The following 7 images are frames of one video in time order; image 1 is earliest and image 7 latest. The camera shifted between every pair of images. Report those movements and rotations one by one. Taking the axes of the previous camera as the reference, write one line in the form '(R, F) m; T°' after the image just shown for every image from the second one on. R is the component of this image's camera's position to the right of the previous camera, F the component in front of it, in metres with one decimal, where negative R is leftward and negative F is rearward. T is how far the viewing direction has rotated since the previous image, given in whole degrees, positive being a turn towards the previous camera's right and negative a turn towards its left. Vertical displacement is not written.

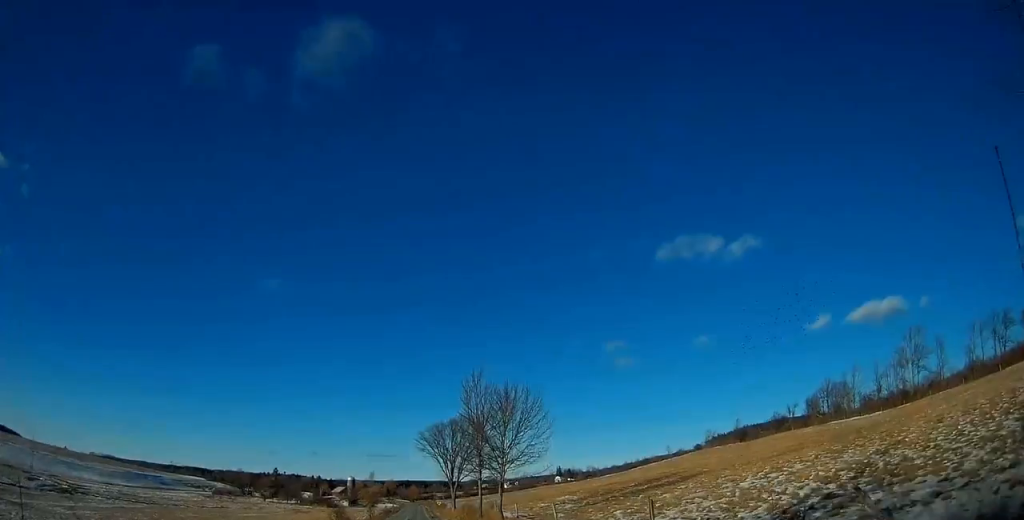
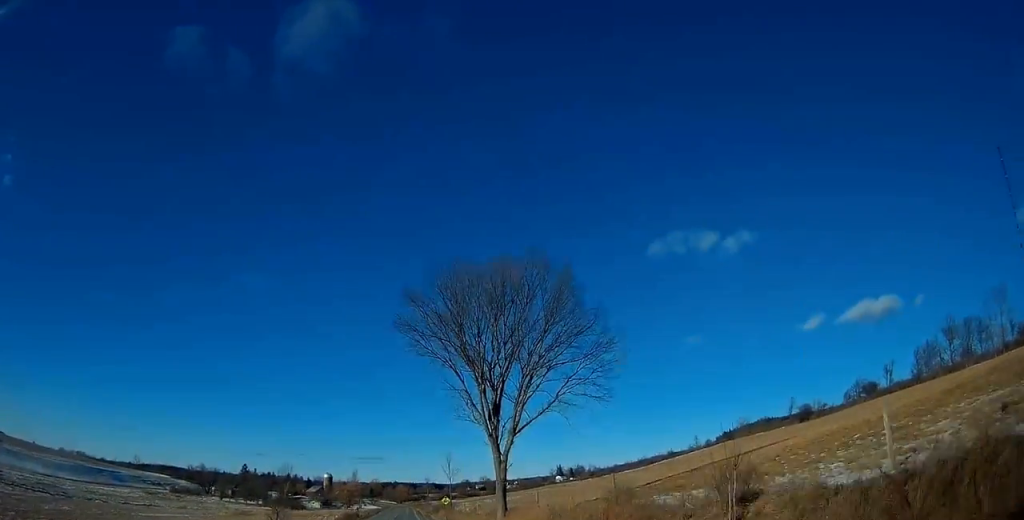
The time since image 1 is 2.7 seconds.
(+0.5, +65.3) m; +1°
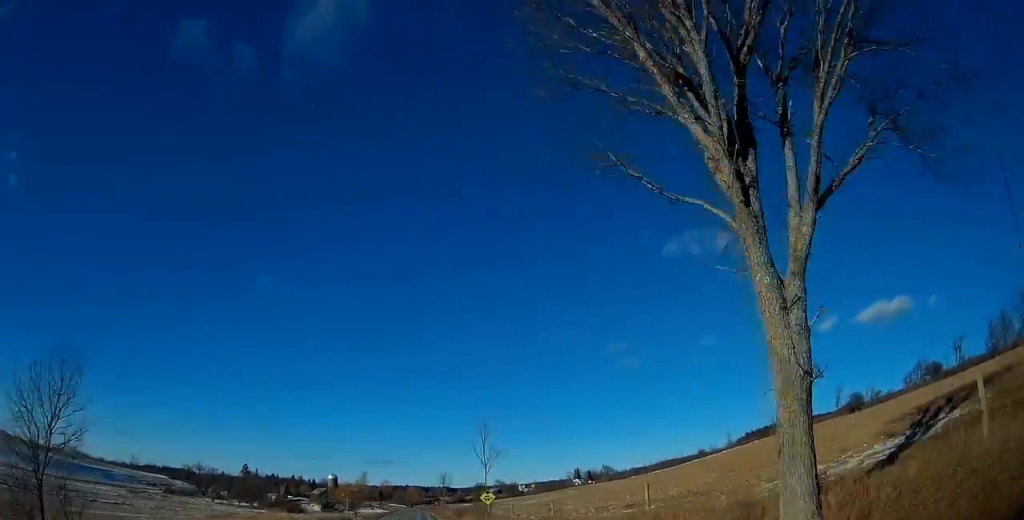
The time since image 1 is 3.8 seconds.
(-0.2, +28.4) m; -1°
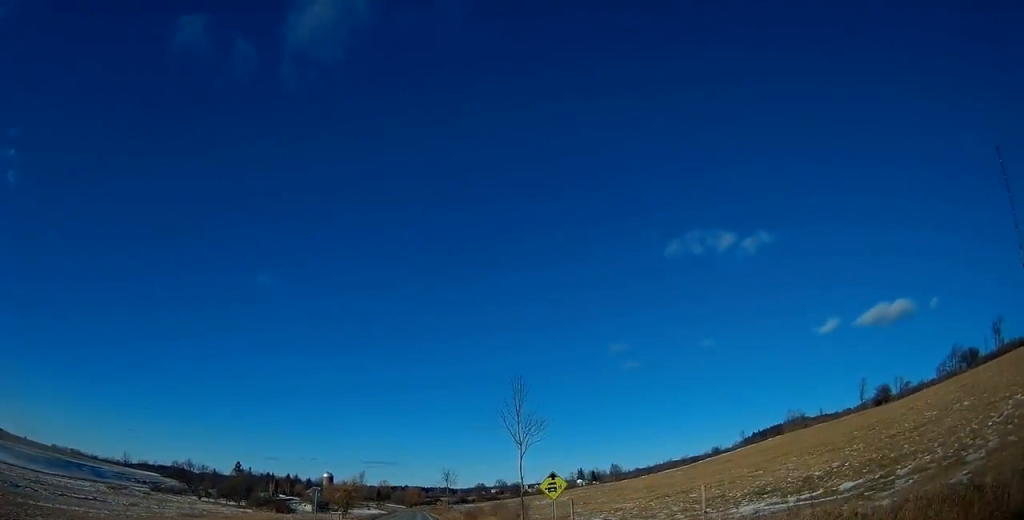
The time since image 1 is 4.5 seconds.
(-0.1, +17.7) m; 0°
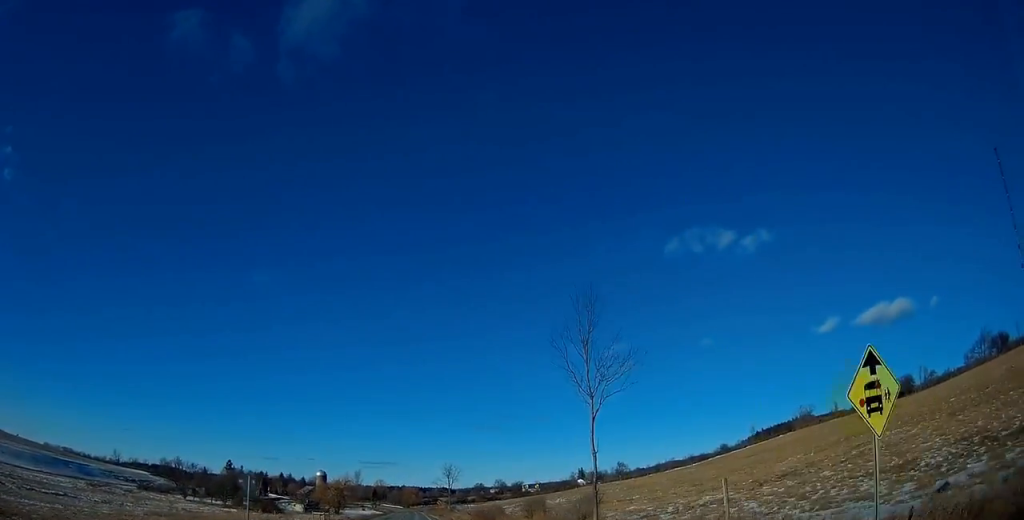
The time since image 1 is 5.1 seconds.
(0.0, +15.2) m; +1°
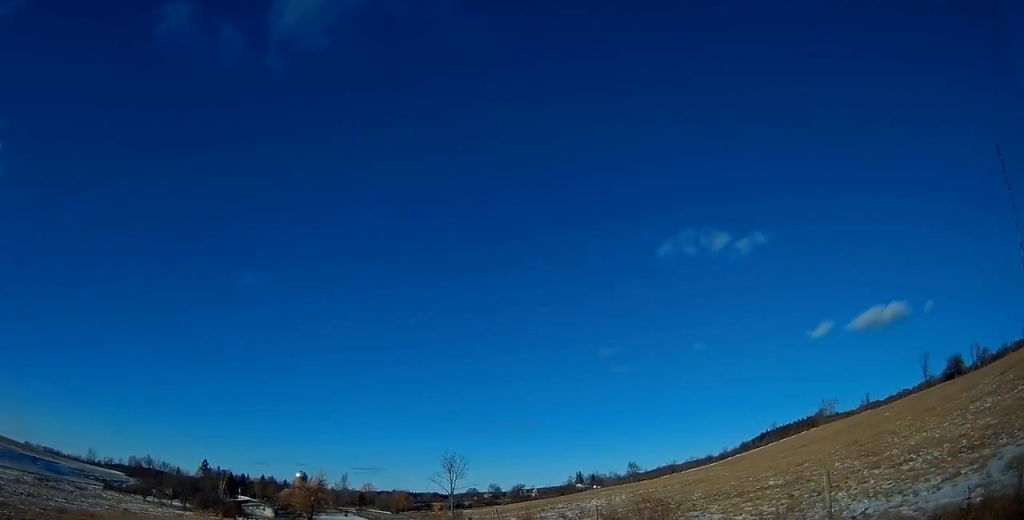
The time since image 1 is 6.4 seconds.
(+0.3, +32.0) m; 0°
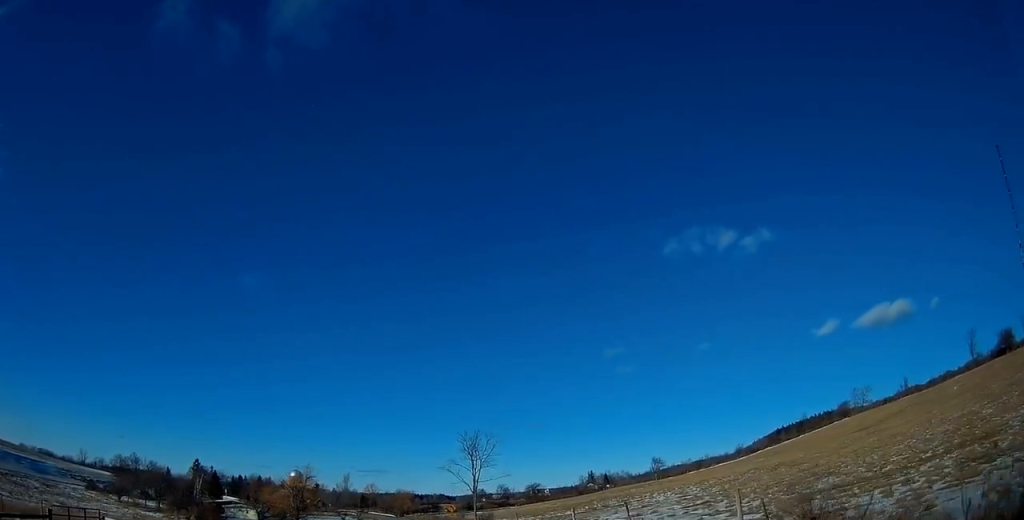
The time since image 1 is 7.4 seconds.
(-0.2, +24.2) m; -1°
